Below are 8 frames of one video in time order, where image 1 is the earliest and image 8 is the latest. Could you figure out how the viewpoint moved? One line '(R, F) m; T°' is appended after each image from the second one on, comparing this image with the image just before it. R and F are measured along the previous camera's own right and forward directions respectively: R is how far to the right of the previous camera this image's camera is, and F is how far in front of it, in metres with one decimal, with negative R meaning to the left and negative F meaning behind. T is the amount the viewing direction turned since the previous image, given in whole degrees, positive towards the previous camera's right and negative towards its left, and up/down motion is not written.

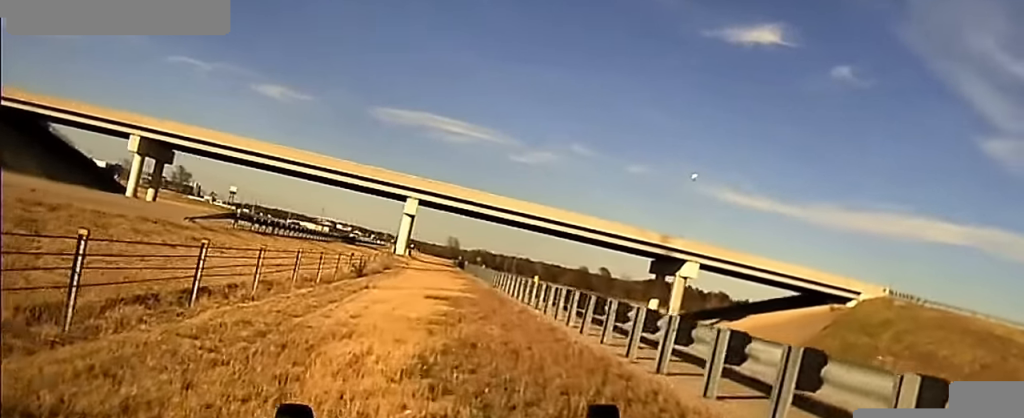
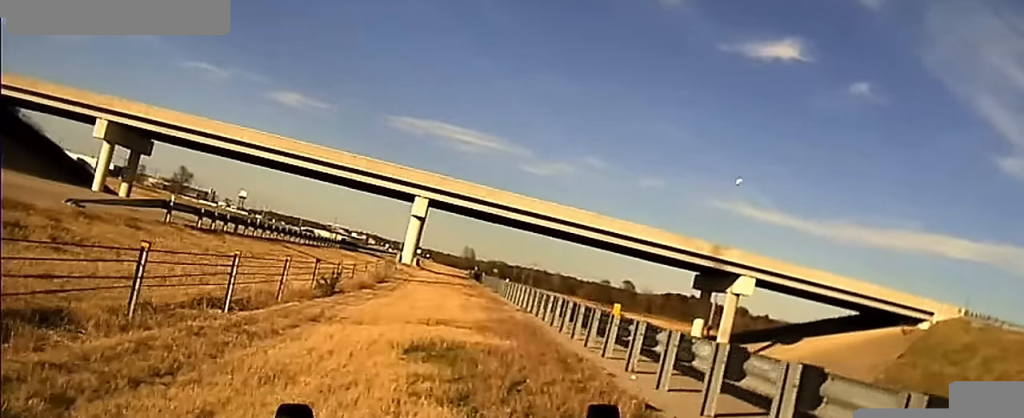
(-0.2, +8.5) m; -1°
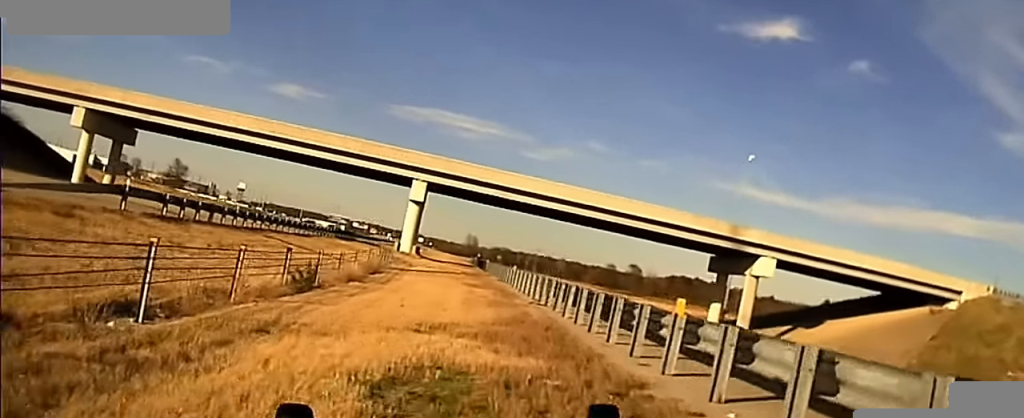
(0.0, +3.8) m; 0°
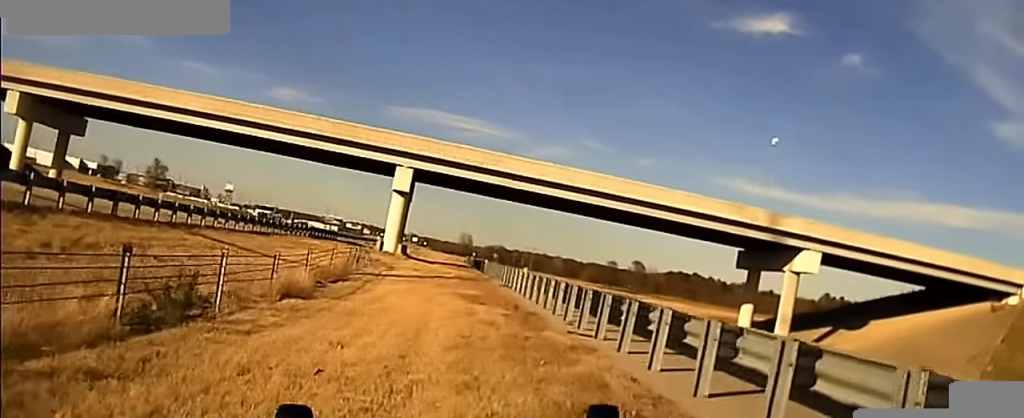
(0.0, +9.2) m; +2°
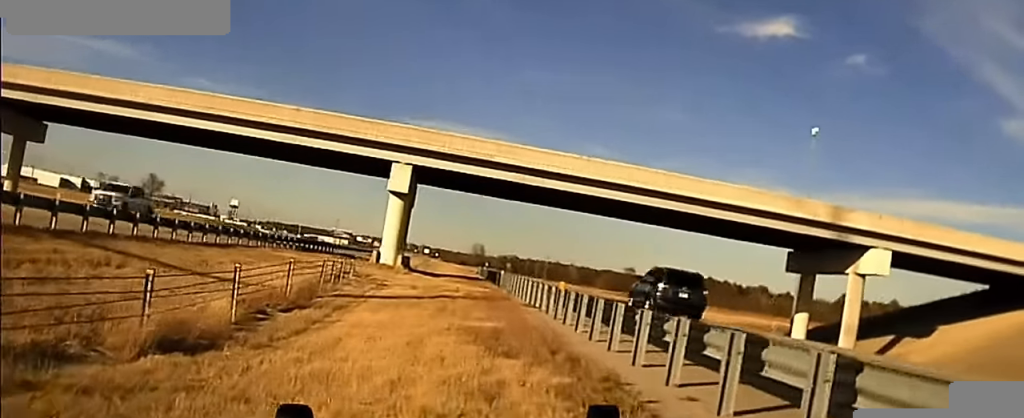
(+0.2, +9.6) m; 0°
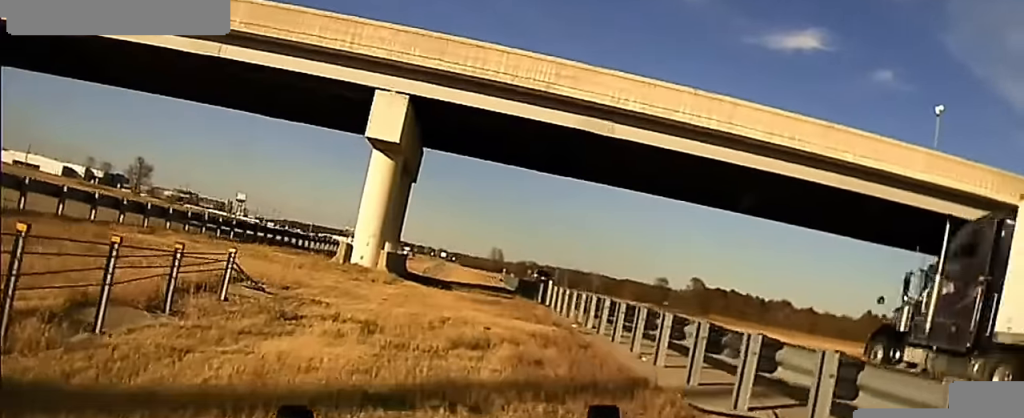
(-0.6, +24.0) m; -2°
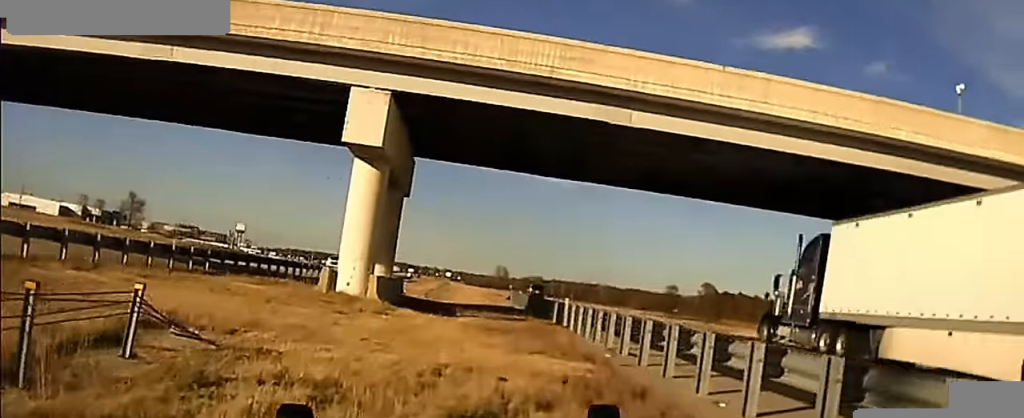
(0.0, +3.0) m; -1°
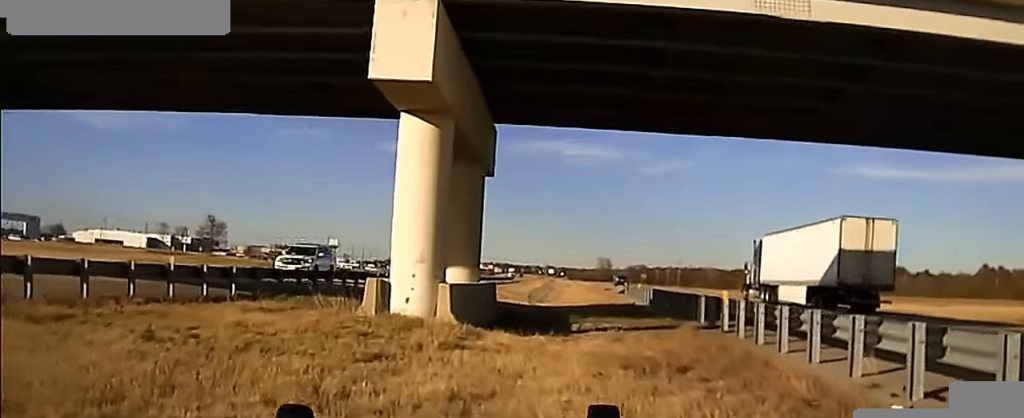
(-0.2, +7.9) m; -7°
